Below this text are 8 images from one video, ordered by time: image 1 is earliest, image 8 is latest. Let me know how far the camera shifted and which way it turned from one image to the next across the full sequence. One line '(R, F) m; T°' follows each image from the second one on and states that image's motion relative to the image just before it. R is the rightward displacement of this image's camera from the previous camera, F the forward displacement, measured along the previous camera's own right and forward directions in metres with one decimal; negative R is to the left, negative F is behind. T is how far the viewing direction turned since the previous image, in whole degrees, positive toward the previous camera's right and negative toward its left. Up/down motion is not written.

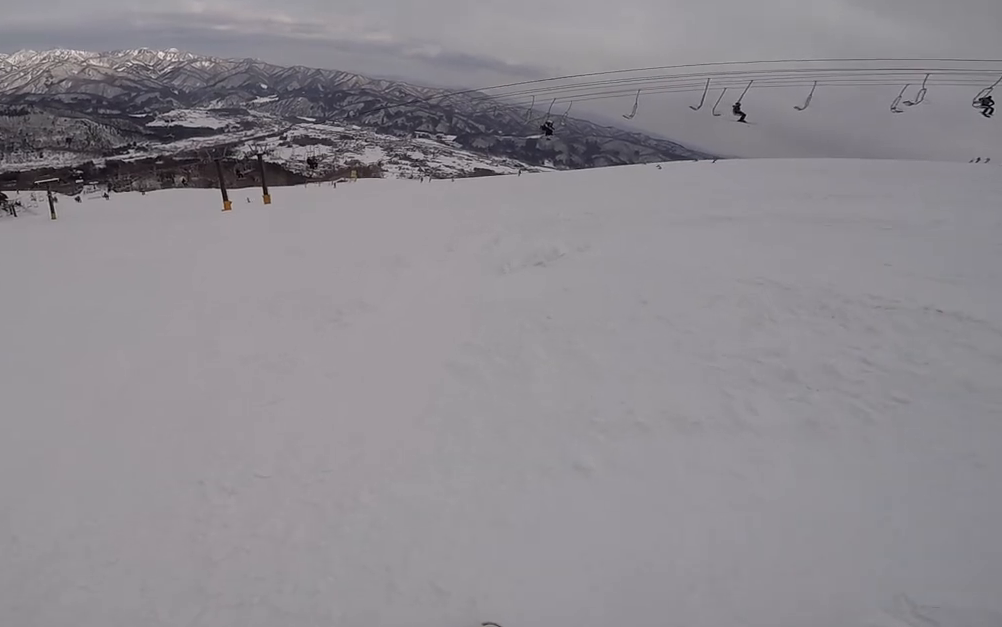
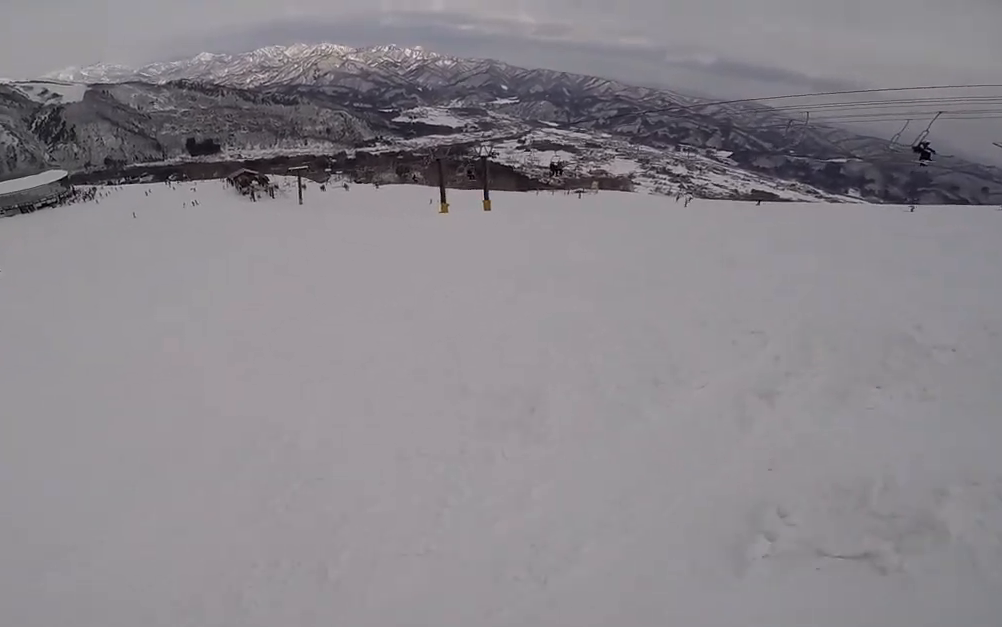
(-1.6, +4.0) m; -45°
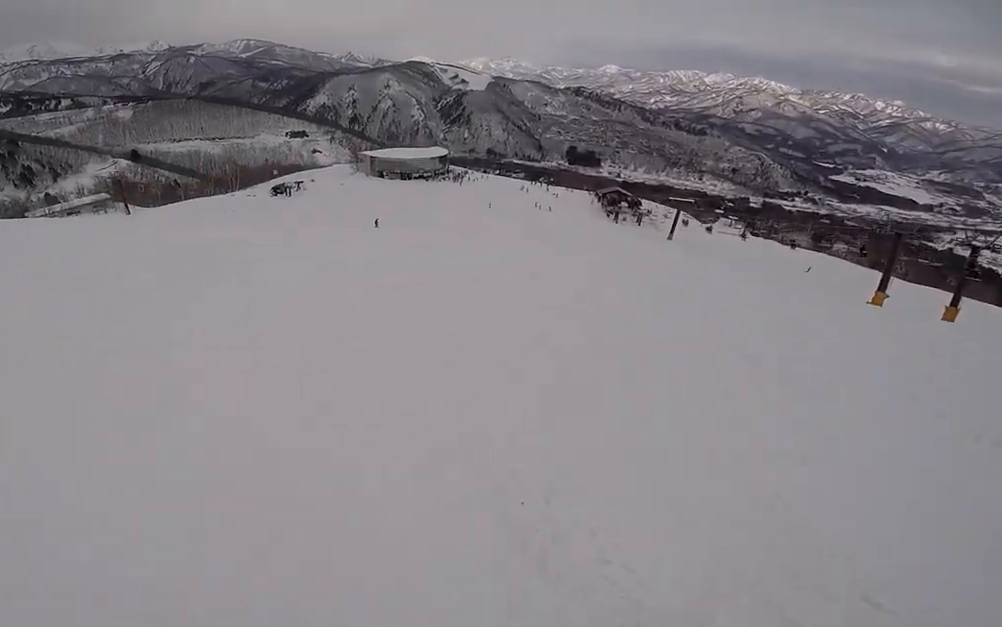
(-1.6, +4.6) m; -44°
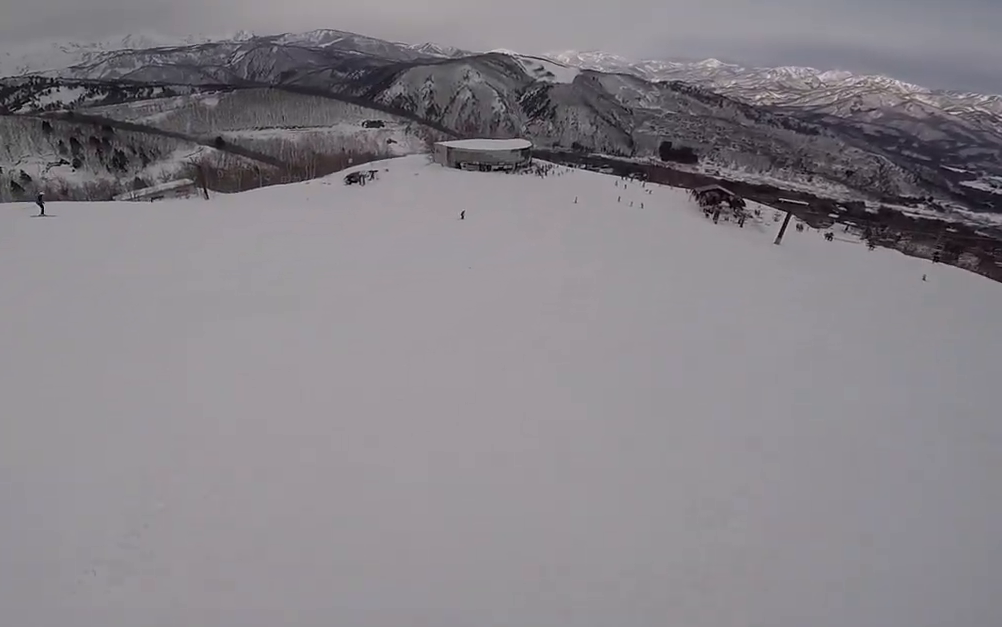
(-0.7, +1.8) m; -14°
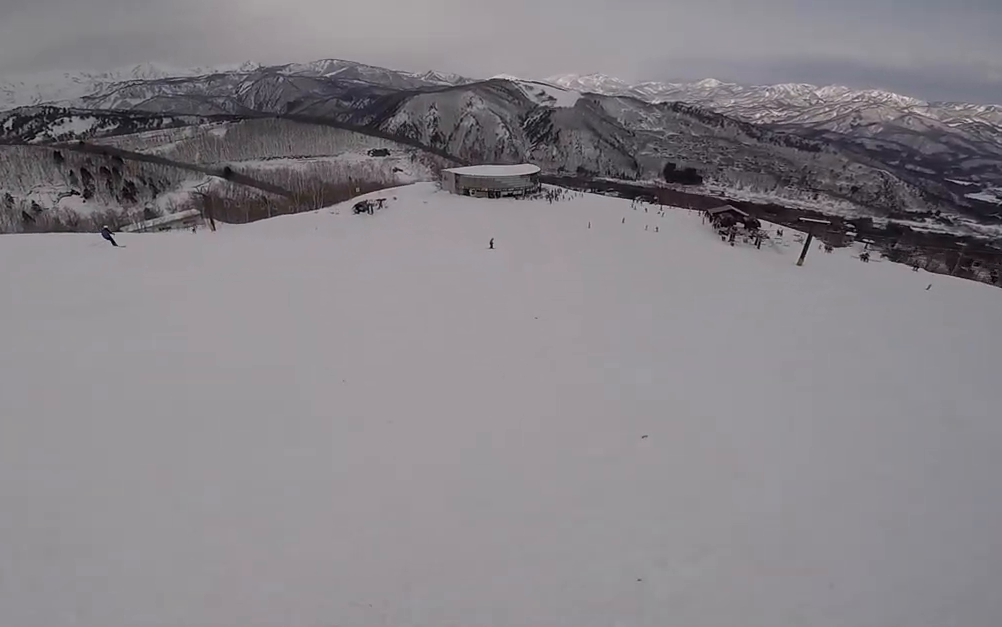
(-0.4, +2.8) m; -14°
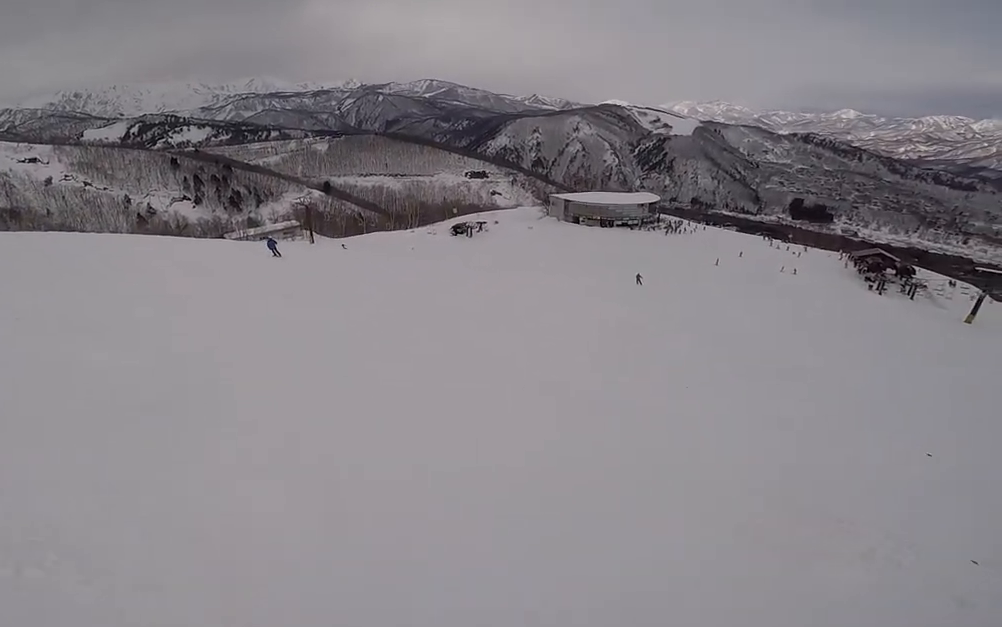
(-0.5, +4.2) m; -10°
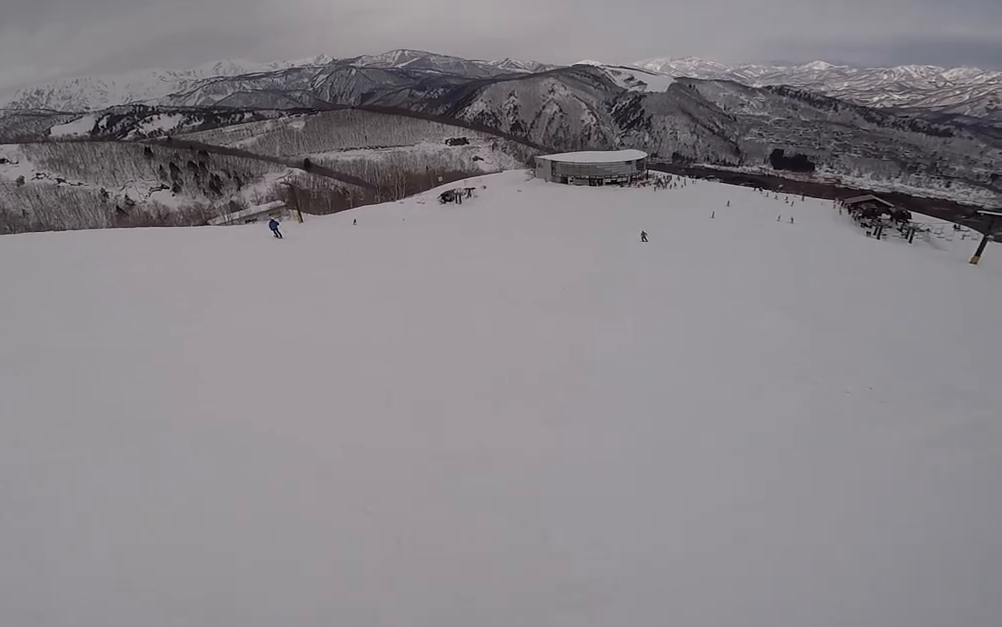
(-0.6, +2.2) m; 0°
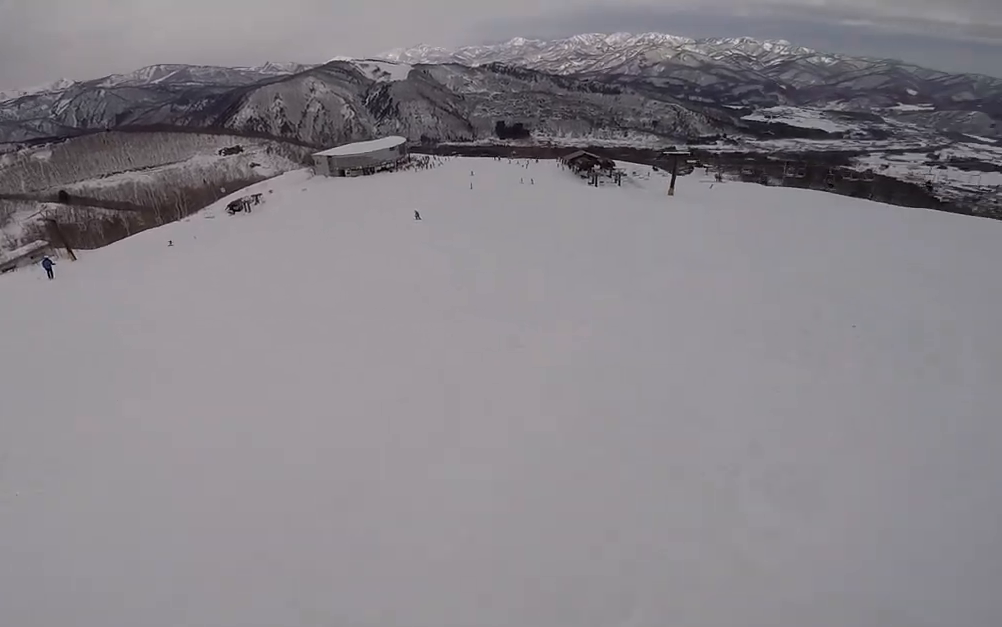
(+0.6, +2.3) m; +27°
